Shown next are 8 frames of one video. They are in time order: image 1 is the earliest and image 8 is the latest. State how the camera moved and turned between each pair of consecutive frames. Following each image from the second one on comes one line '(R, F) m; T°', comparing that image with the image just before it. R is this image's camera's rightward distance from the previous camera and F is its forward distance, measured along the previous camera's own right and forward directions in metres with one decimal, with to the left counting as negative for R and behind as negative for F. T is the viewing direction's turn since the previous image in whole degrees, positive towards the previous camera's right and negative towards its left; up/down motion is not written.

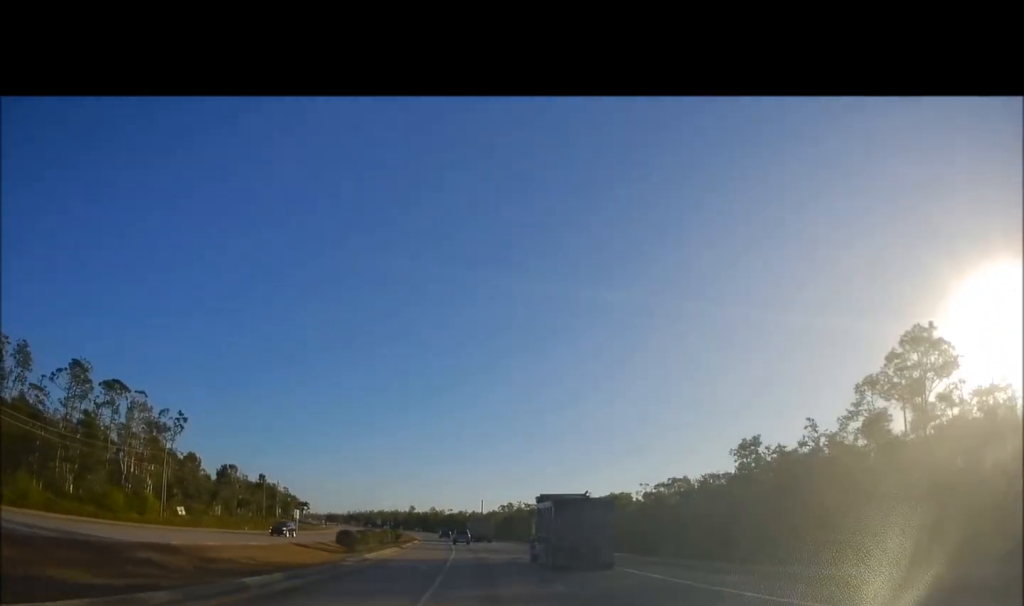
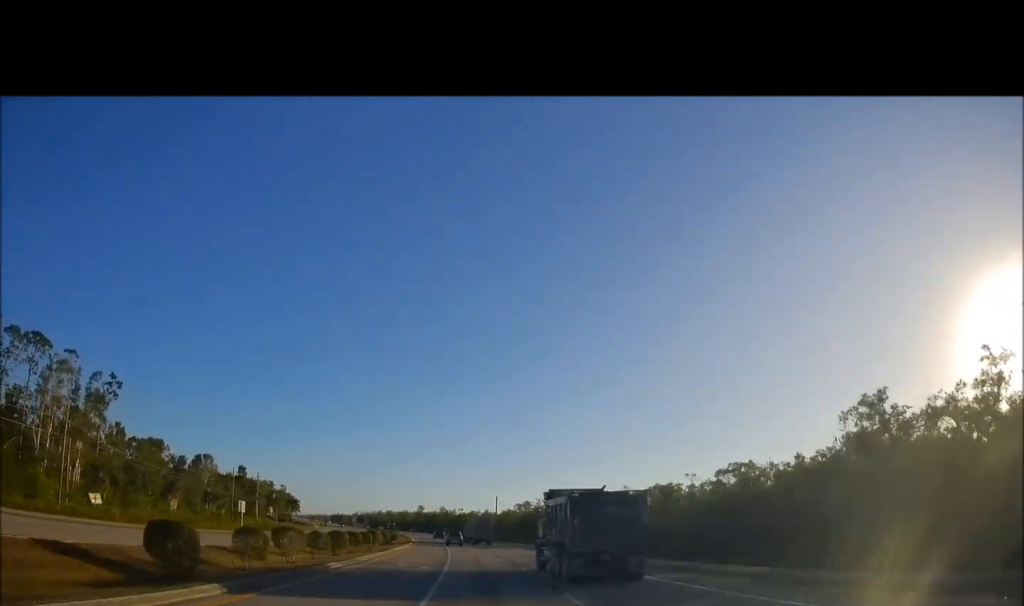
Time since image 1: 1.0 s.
(-0.3, +27.4) m; -1°
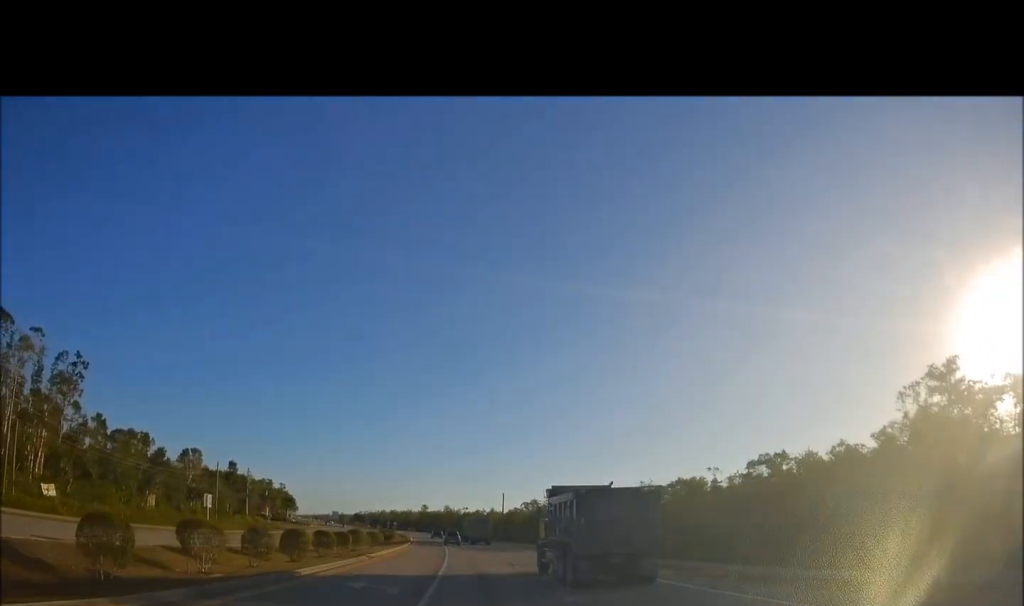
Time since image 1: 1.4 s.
(0.0, +10.6) m; 0°
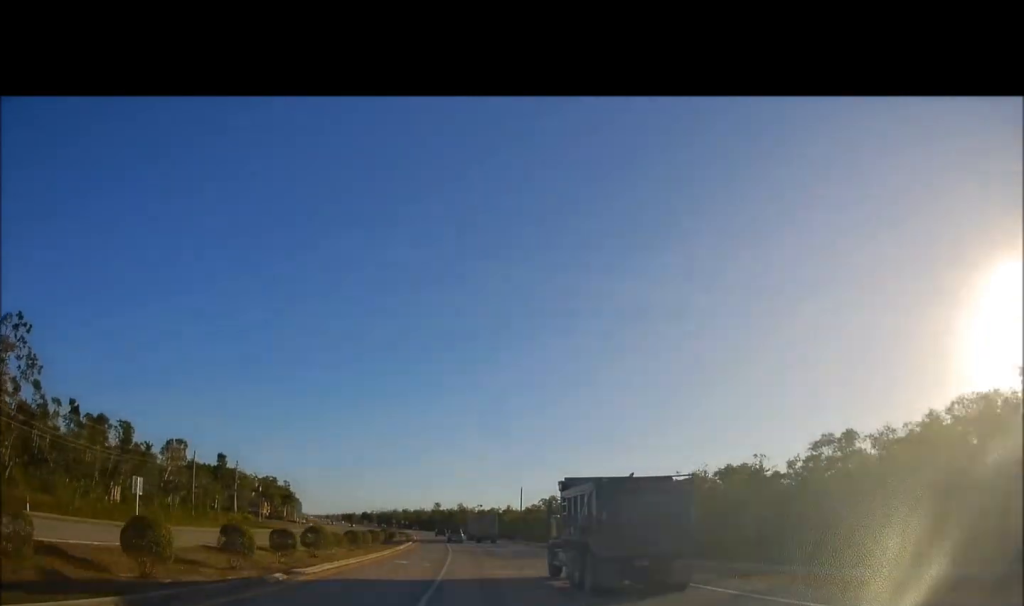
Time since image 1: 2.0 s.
(0.0, +15.9) m; 0°
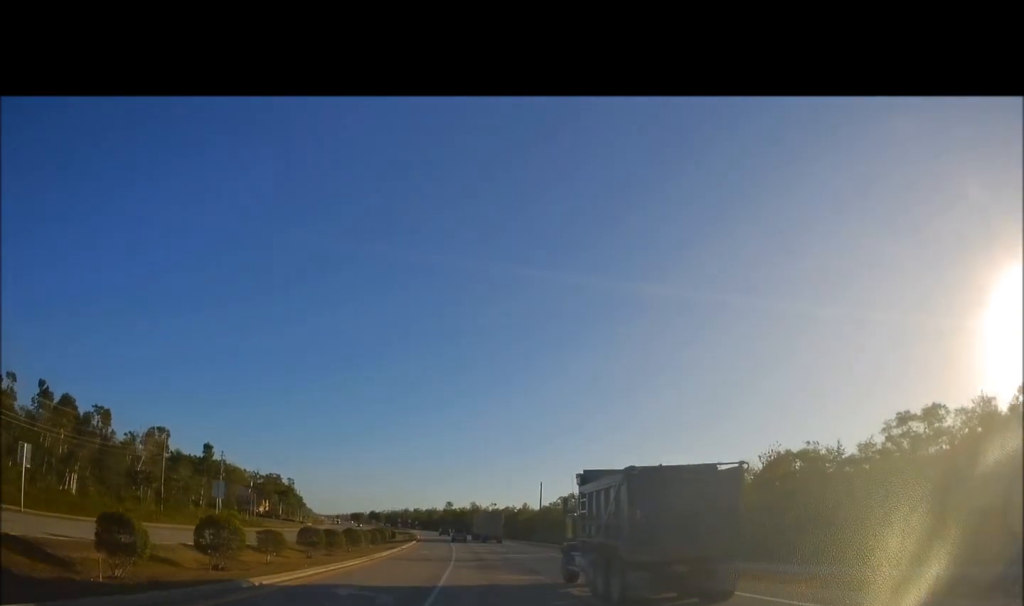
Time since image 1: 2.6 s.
(-0.1, +15.0) m; -1°
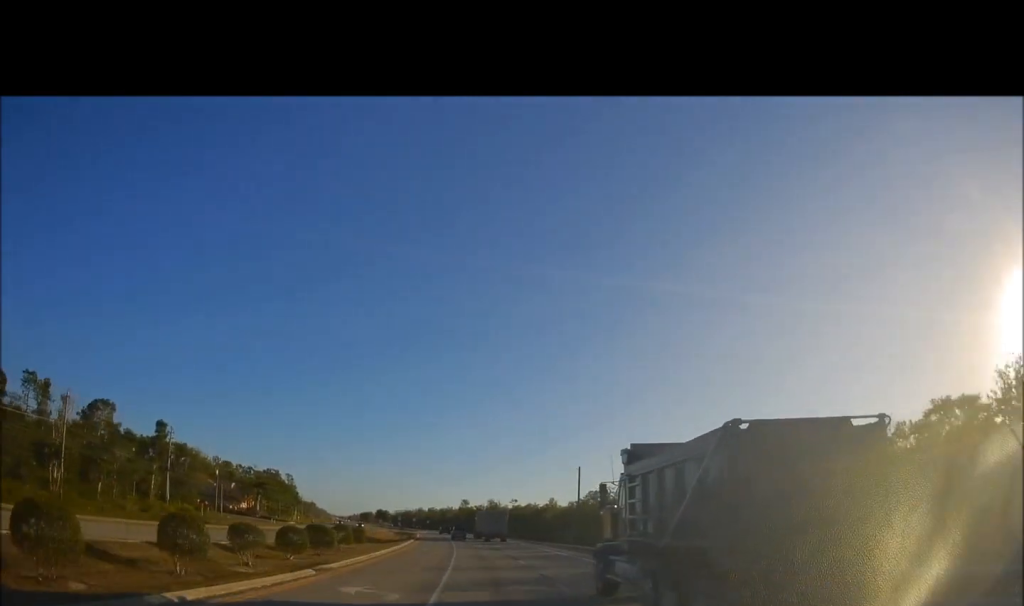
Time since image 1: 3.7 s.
(-0.6, +28.1) m; -2°
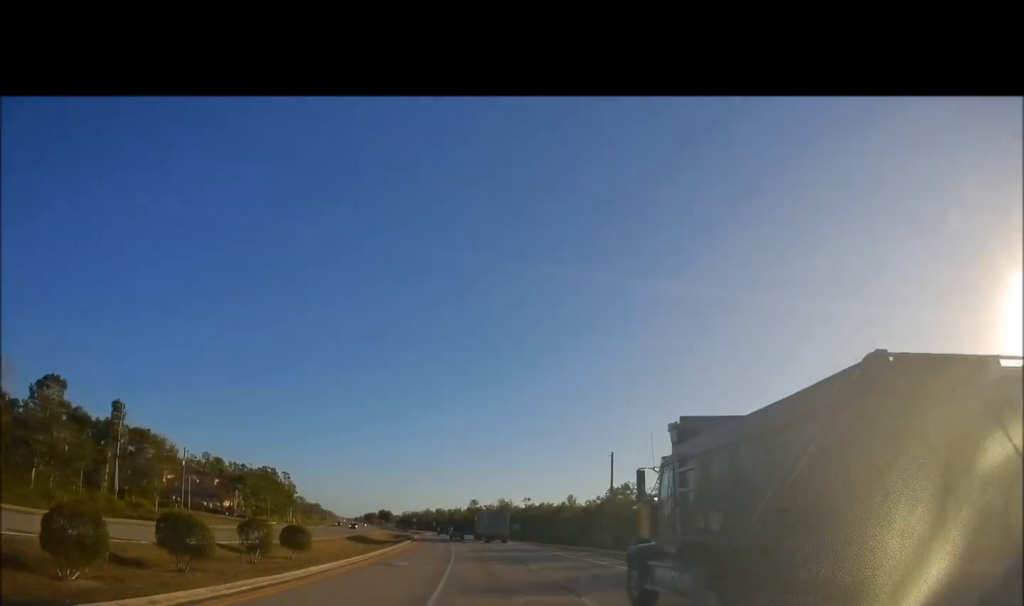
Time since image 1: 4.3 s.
(-0.3, +17.4) m; -1°
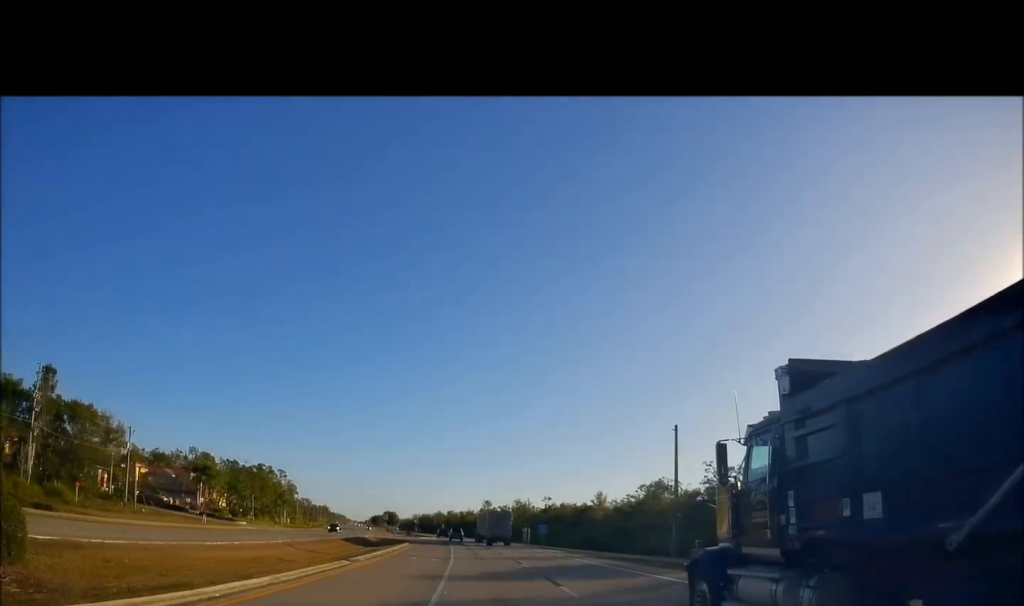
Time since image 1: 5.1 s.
(+0.1, +20.8) m; -1°
